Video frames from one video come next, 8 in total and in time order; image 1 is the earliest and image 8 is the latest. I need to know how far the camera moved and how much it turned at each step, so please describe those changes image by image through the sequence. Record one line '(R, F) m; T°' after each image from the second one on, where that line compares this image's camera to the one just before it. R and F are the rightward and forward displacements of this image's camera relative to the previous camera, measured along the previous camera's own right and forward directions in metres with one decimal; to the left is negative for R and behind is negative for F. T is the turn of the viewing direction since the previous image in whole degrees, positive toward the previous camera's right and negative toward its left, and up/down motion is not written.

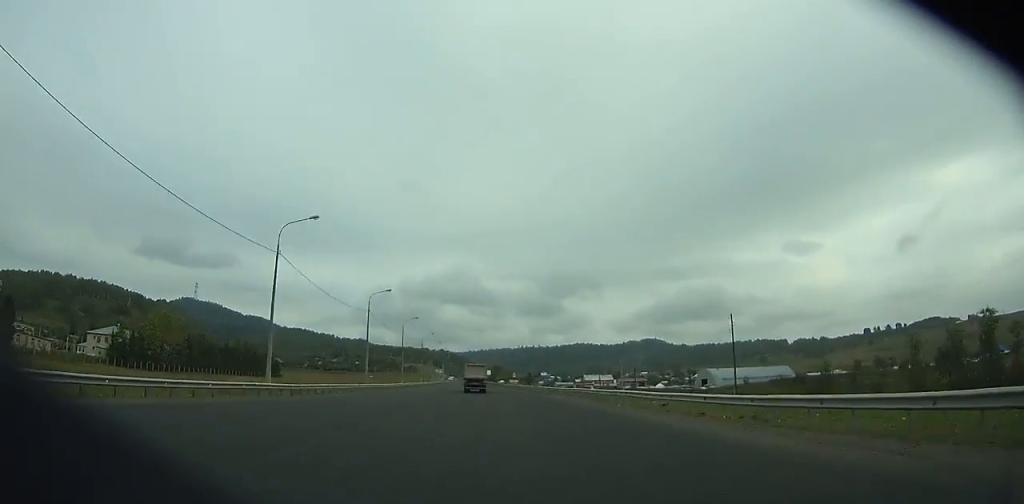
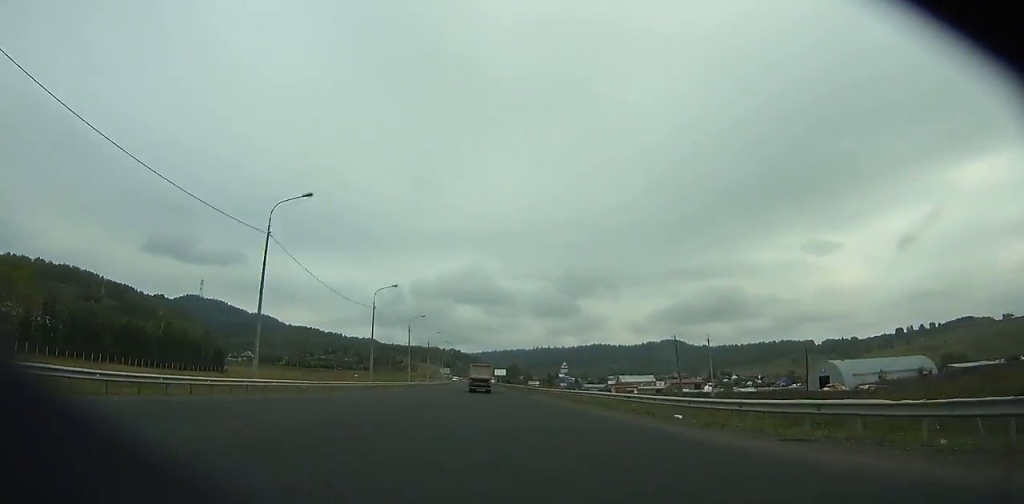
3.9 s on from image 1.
(-0.9, +73.1) m; -1°
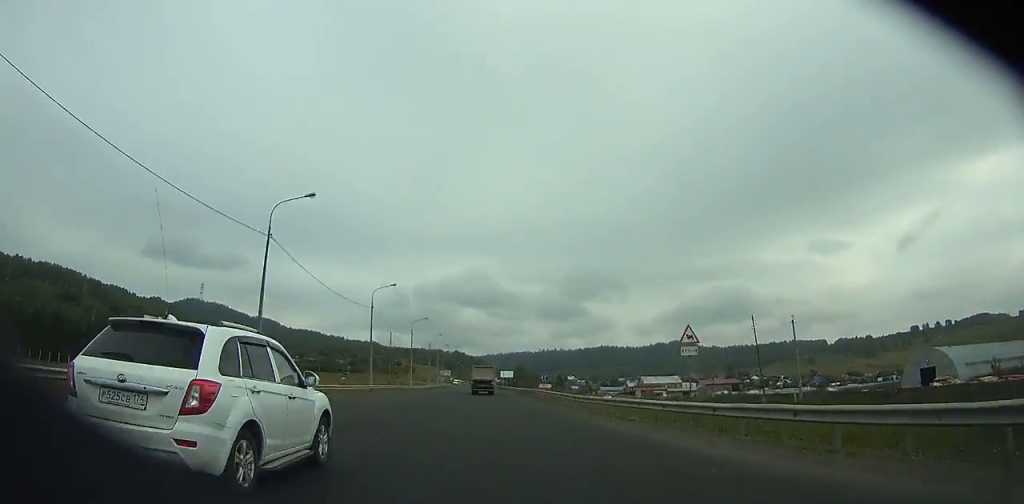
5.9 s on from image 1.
(-0.1, +36.4) m; -1°
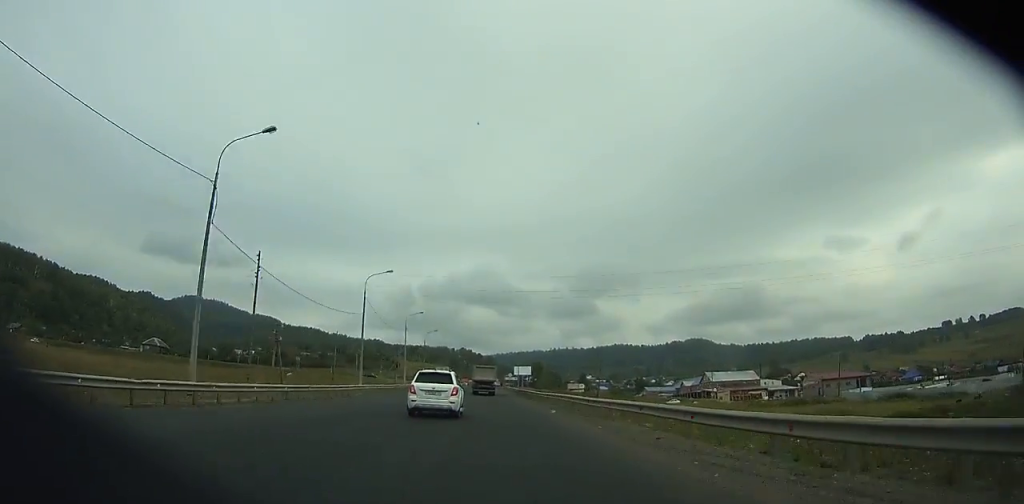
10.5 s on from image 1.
(-0.9, +80.3) m; -1°
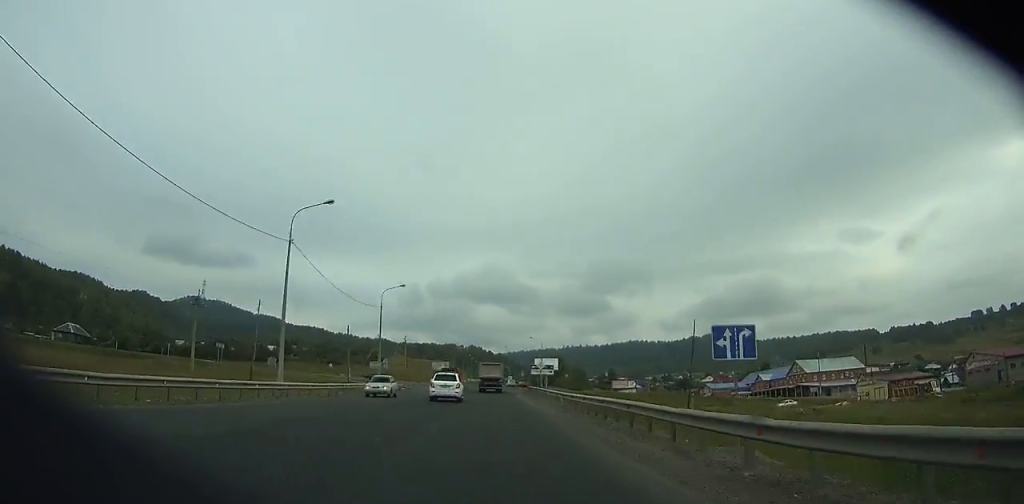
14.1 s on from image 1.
(-0.4, +61.2) m; -1°
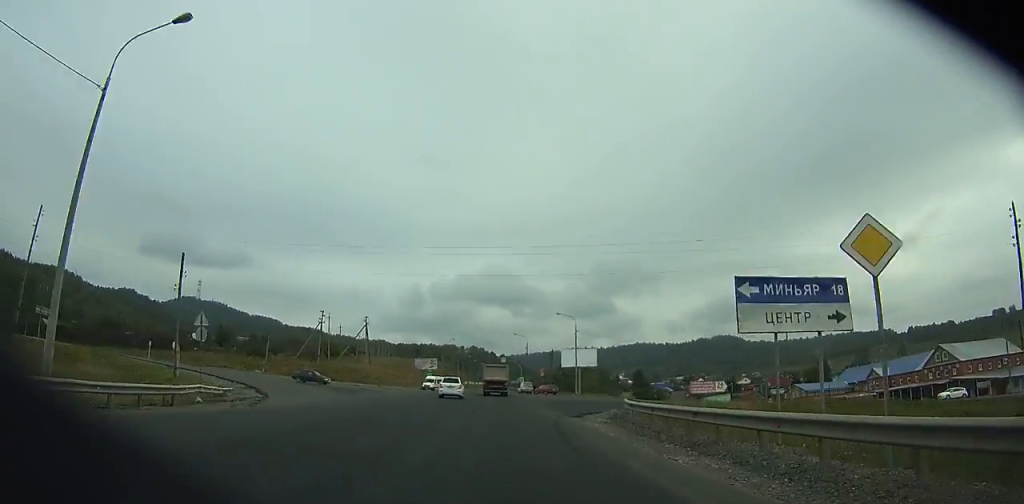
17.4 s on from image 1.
(-0.4, +55.8) m; -1°
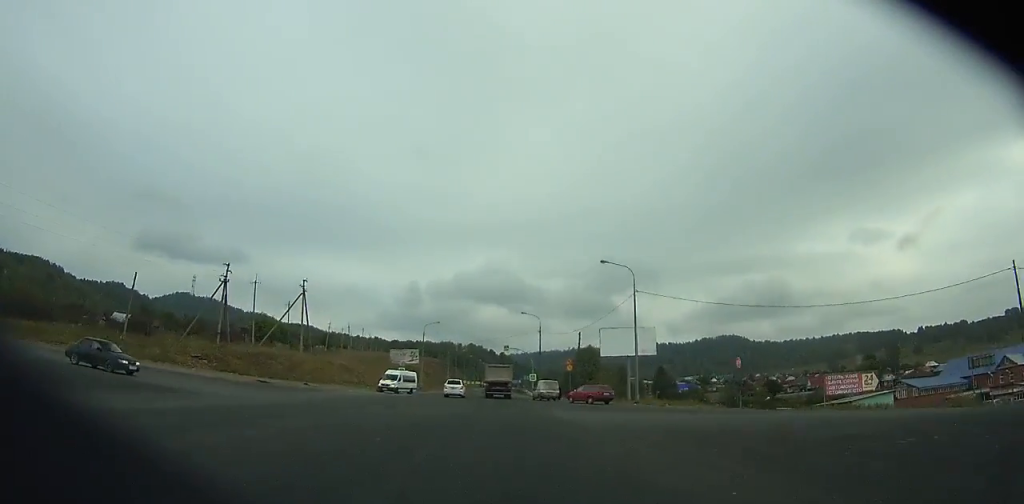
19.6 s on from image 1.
(0.0, +37.2) m; 0°
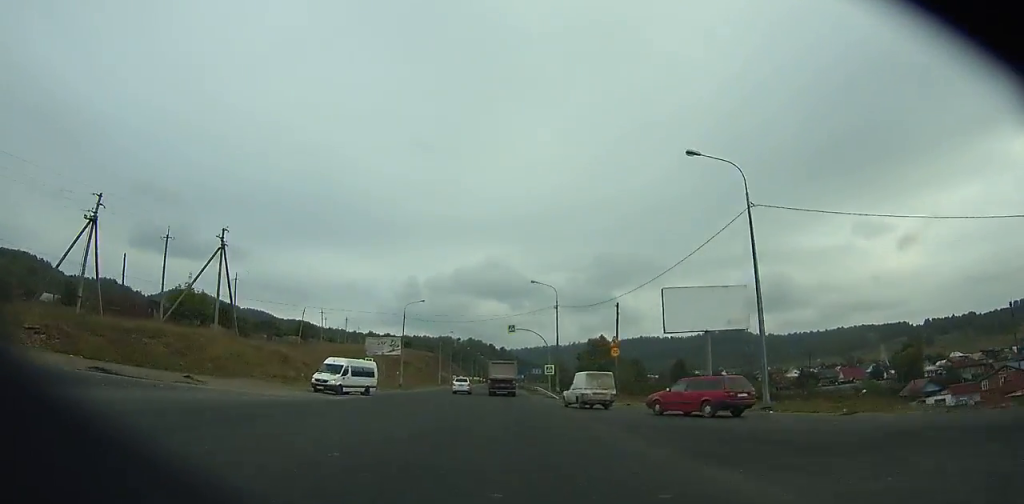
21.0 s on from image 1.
(0.0, +23.6) m; 0°
